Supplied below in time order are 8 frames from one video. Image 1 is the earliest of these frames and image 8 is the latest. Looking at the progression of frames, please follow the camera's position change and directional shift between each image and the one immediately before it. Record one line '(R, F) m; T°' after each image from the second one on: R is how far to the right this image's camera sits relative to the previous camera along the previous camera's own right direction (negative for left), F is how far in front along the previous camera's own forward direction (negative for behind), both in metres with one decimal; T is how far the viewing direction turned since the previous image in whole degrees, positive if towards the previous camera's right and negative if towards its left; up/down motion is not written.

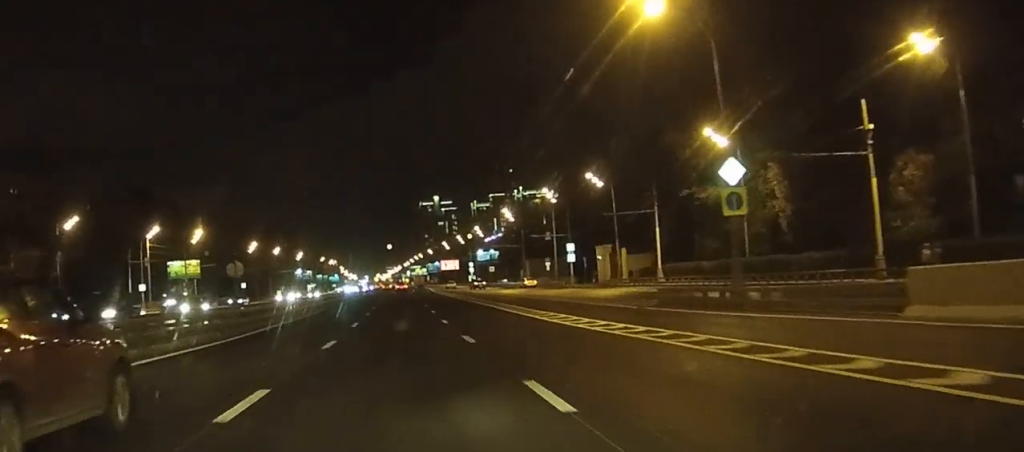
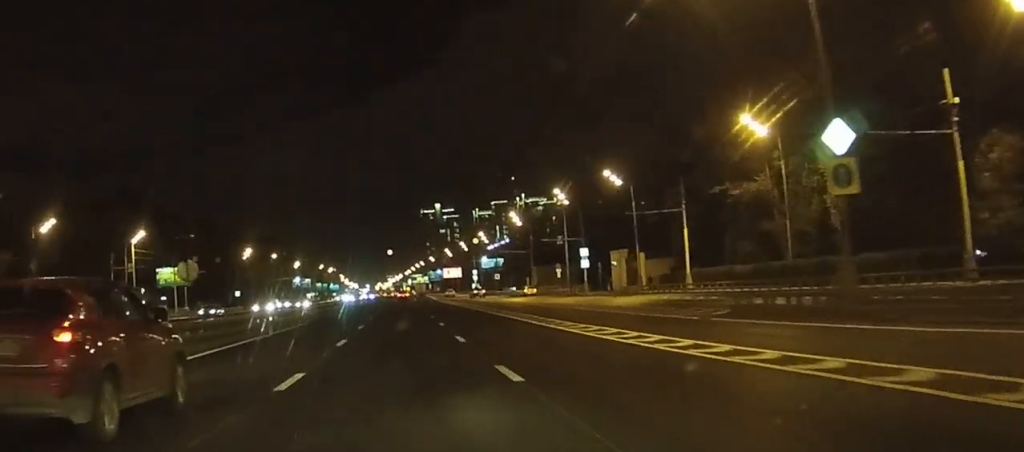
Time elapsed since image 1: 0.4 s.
(0.0, +8.0) m; 0°
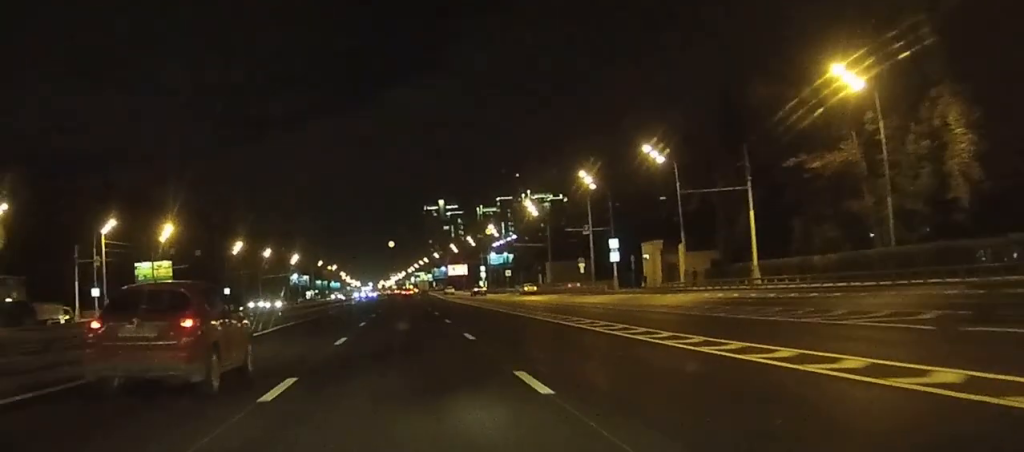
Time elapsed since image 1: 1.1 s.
(0.0, +14.0) m; 0°
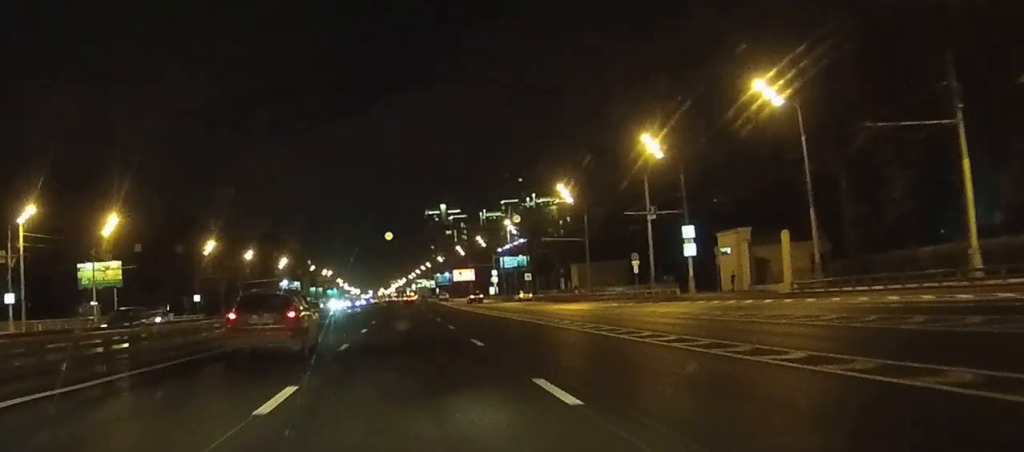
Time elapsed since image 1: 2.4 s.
(0.0, +25.4) m; 0°
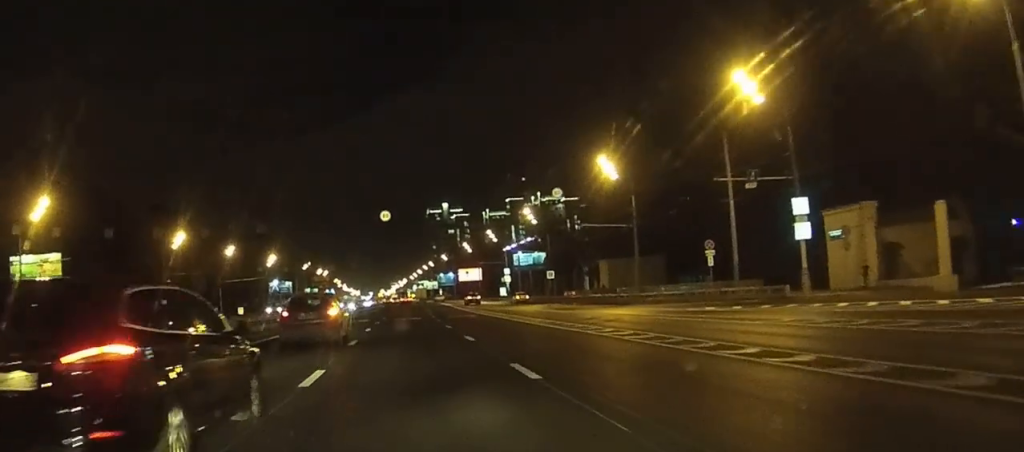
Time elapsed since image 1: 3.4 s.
(0.0, +20.8) m; 0°
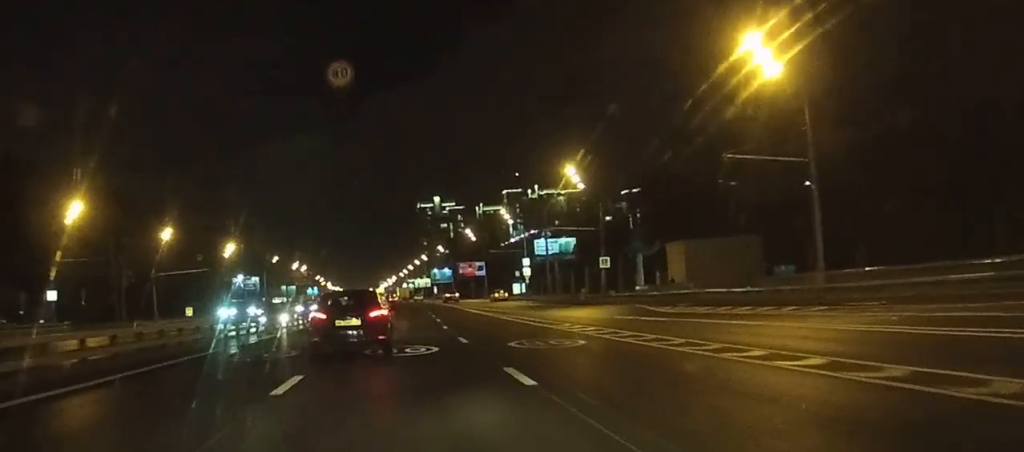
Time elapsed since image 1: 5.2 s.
(-0.1, +37.1) m; 0°
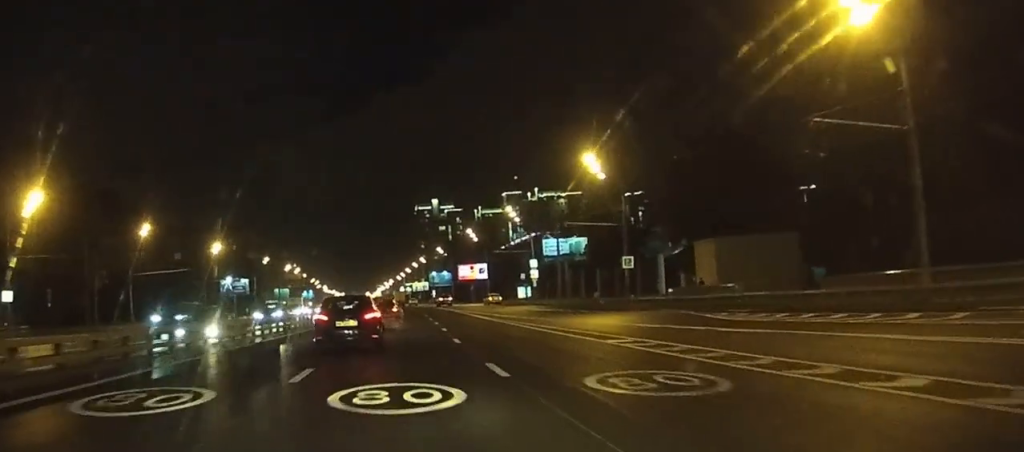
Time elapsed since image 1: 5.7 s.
(0.0, +9.5) m; 0°
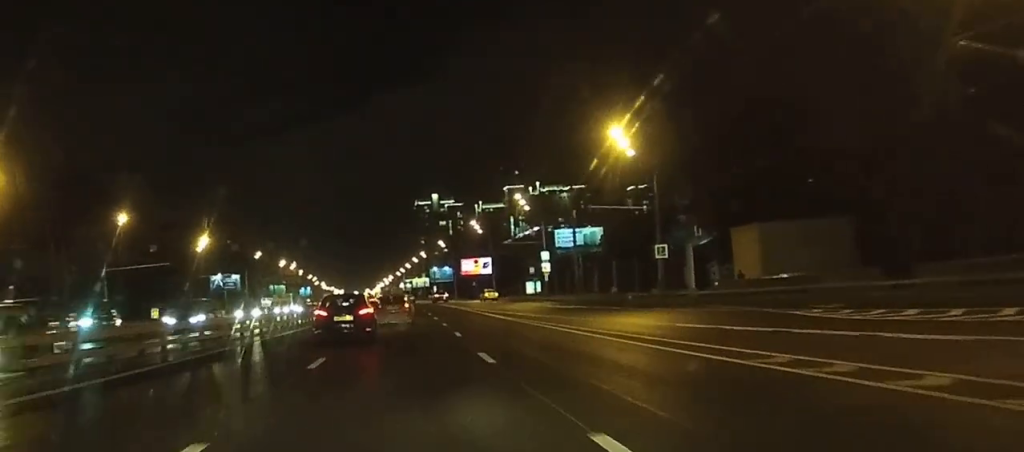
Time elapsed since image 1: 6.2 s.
(0.0, +9.5) m; 0°
